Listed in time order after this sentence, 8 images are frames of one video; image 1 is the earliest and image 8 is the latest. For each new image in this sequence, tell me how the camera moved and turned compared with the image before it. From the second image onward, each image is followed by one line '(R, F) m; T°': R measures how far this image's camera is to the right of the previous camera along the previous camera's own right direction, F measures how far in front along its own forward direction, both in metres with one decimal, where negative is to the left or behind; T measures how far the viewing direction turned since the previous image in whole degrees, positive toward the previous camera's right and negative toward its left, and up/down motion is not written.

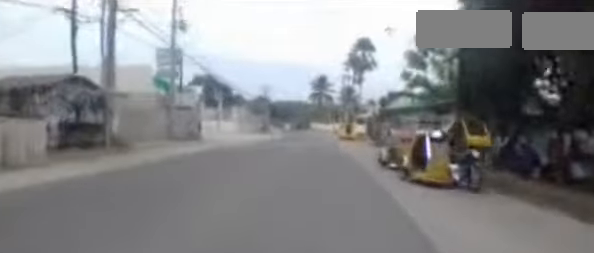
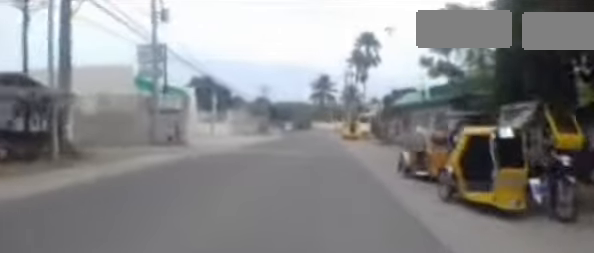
(+0.2, +2.9) m; 0°
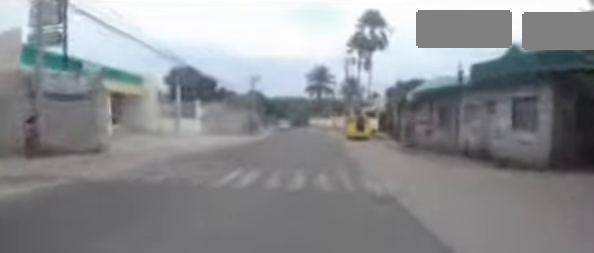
(+0.1, +8.6) m; 0°
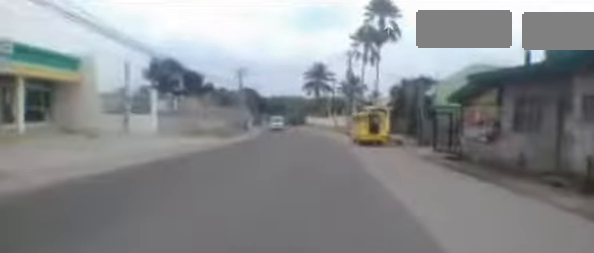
(-0.1, +6.9) m; 0°
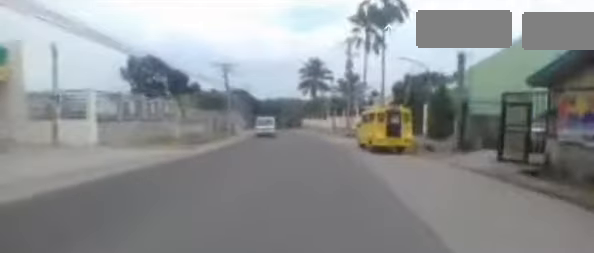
(+0.3, +5.4) m; 0°
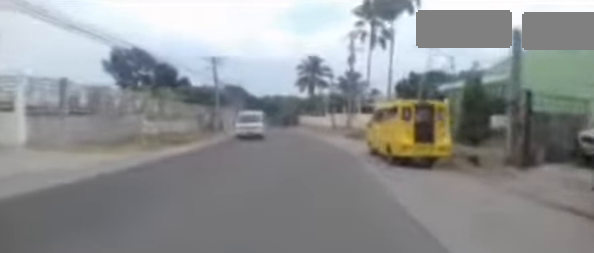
(-0.1, +4.2) m; 0°
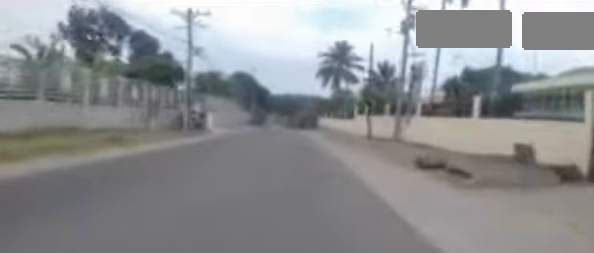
(+0.1, +13.9) m; 0°
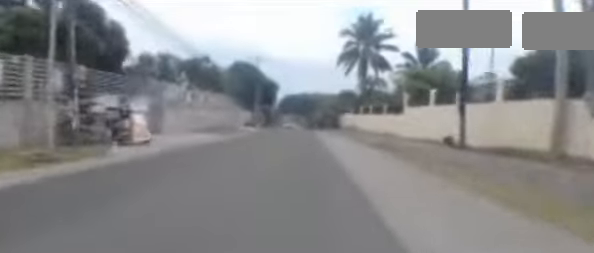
(-0.7, +13.9) m; -7°
